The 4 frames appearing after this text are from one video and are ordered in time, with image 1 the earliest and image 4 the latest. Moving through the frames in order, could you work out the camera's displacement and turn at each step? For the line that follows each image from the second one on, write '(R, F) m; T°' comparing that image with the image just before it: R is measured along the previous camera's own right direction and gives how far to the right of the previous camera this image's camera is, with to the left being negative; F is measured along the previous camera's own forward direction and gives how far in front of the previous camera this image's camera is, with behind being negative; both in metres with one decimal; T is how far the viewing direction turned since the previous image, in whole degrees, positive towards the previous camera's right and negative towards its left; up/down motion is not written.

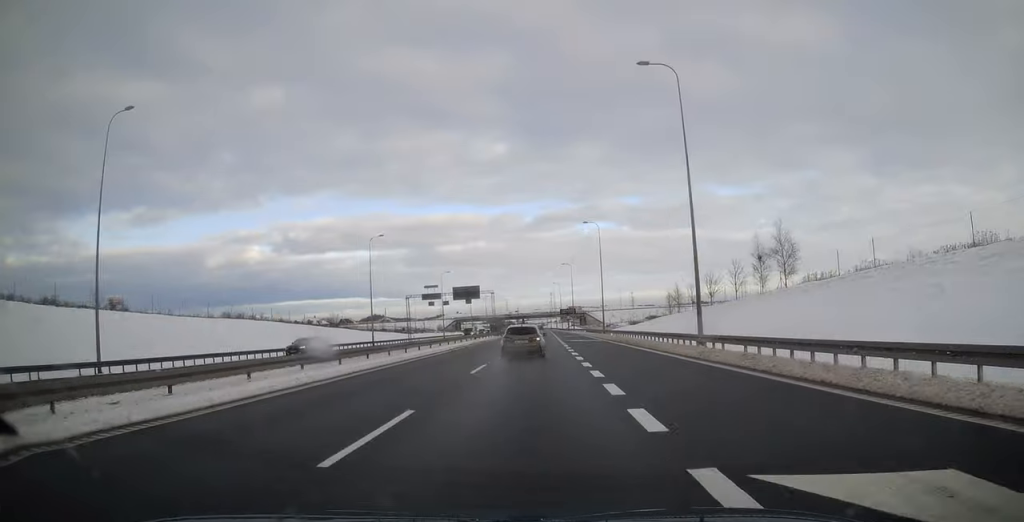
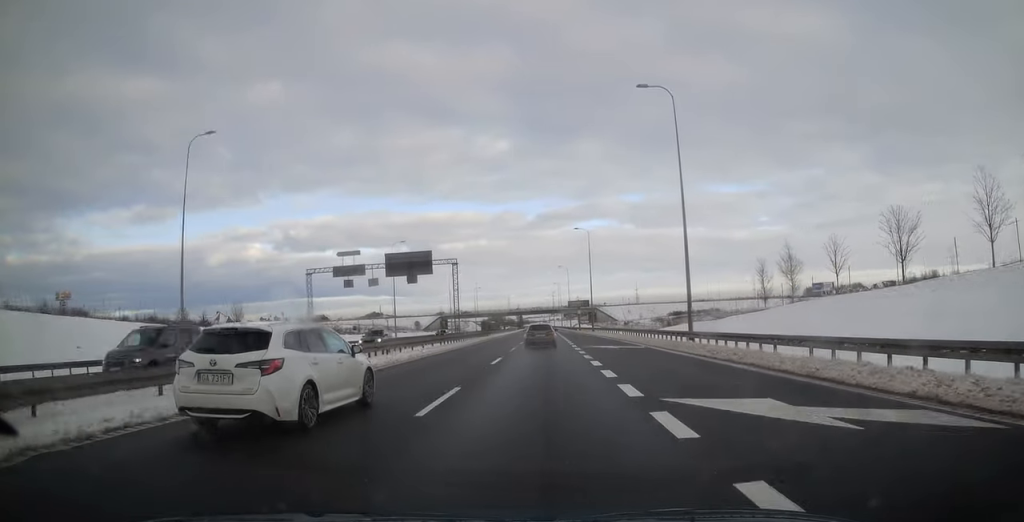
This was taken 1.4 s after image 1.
(+0.2, +45.0) m; +1°
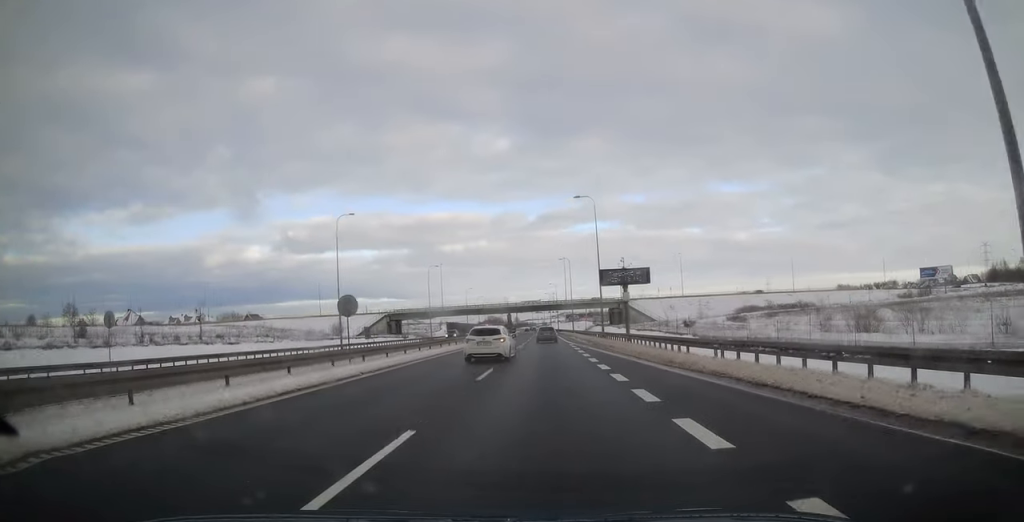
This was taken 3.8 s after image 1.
(+0.7, +77.8) m; 0°
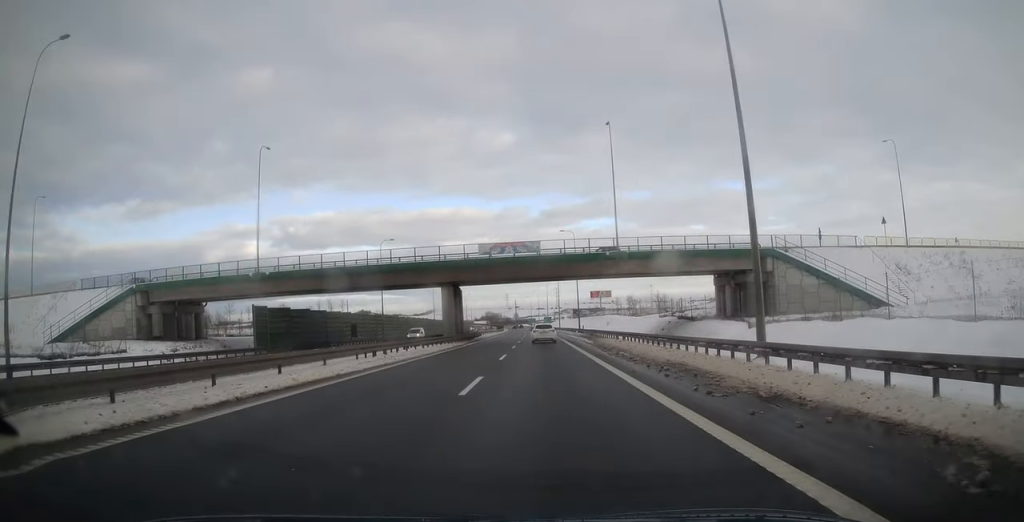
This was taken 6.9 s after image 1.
(-0.3, +100.1) m; 0°
